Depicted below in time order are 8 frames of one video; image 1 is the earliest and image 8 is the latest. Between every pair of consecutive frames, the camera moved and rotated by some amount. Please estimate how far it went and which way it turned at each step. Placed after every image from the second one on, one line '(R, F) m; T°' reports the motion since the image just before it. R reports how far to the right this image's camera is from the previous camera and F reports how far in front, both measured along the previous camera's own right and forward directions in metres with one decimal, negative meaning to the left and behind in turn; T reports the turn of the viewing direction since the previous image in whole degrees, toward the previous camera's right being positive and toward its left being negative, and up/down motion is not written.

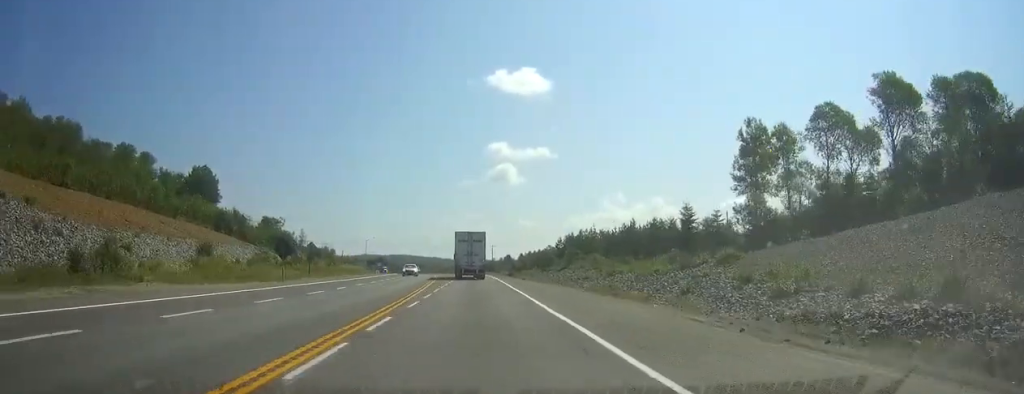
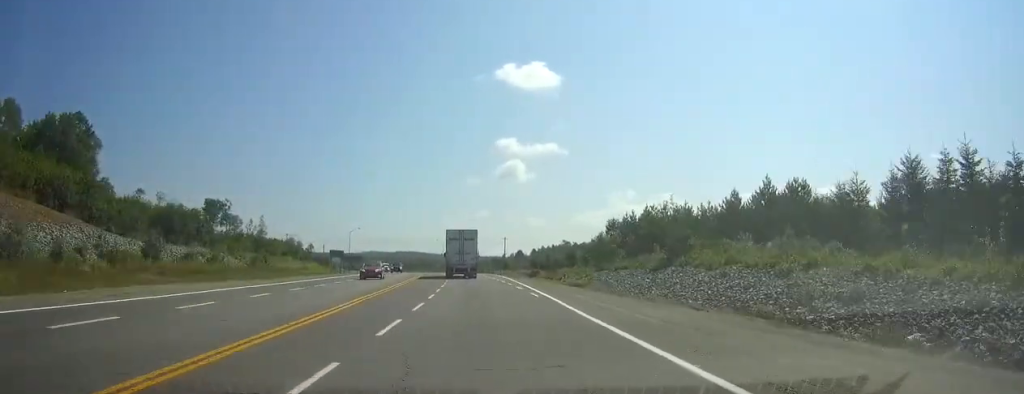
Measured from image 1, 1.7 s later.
(-0.2, +49.2) m; -1°
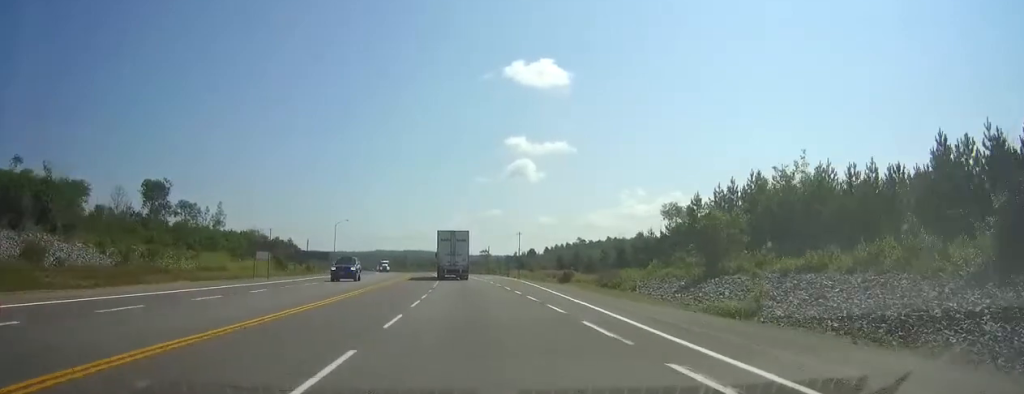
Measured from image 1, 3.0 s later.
(-0.2, +34.6) m; -1°
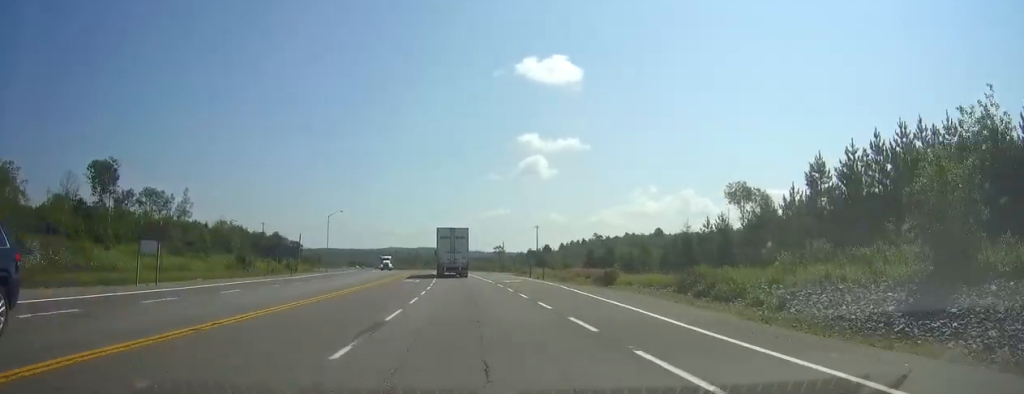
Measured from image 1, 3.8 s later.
(-0.1, +22.2) m; -1°
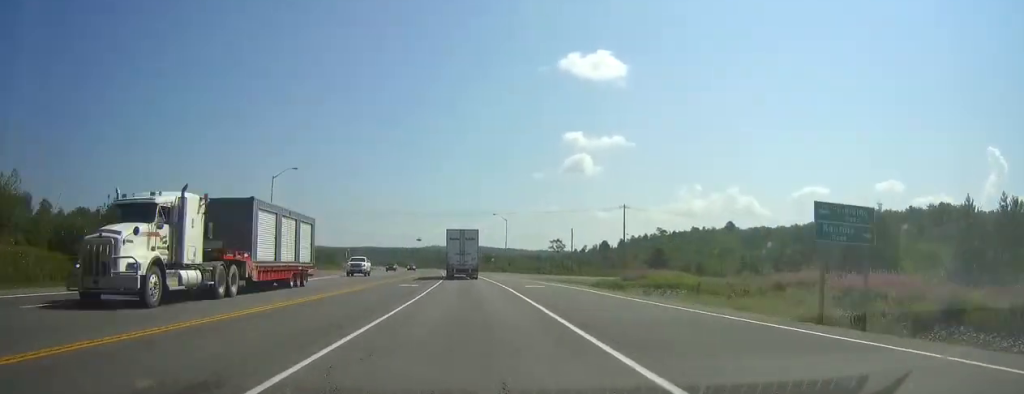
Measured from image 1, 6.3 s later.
(-1.6, +69.0) m; -3°
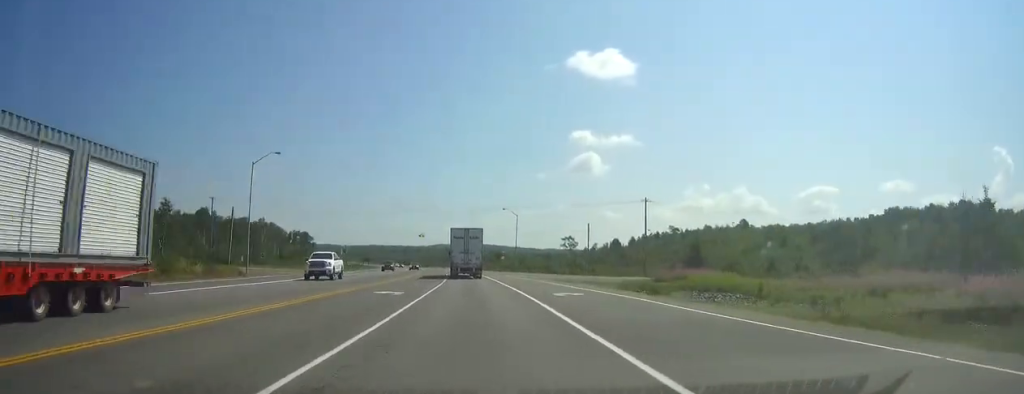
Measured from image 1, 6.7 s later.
(0.0, +11.1) m; -1°
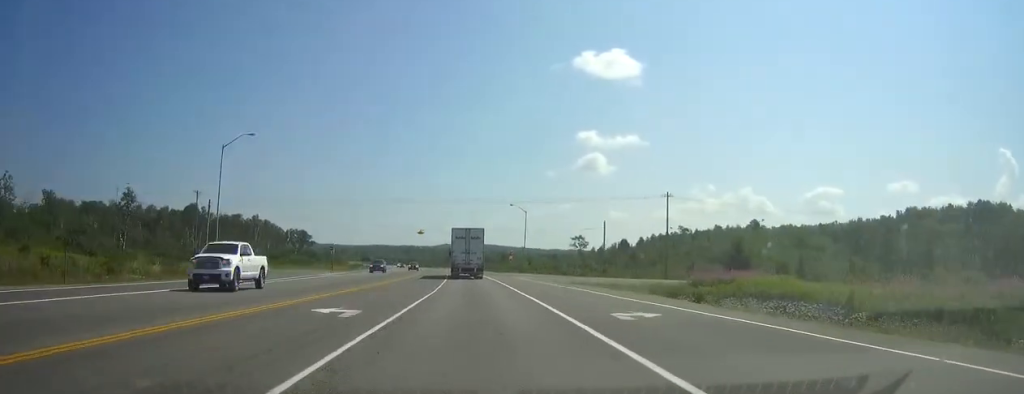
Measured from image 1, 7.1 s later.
(-0.1, +11.1) m; -1°
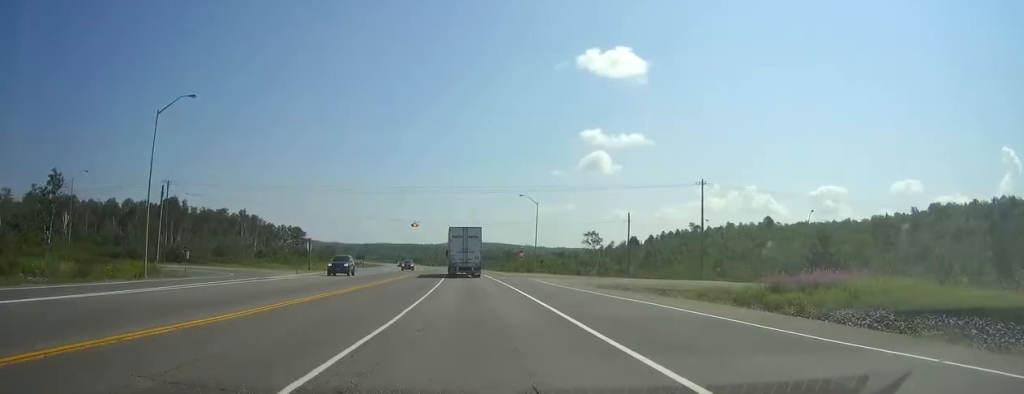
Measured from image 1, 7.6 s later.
(-0.2, +15.7) m; -1°
